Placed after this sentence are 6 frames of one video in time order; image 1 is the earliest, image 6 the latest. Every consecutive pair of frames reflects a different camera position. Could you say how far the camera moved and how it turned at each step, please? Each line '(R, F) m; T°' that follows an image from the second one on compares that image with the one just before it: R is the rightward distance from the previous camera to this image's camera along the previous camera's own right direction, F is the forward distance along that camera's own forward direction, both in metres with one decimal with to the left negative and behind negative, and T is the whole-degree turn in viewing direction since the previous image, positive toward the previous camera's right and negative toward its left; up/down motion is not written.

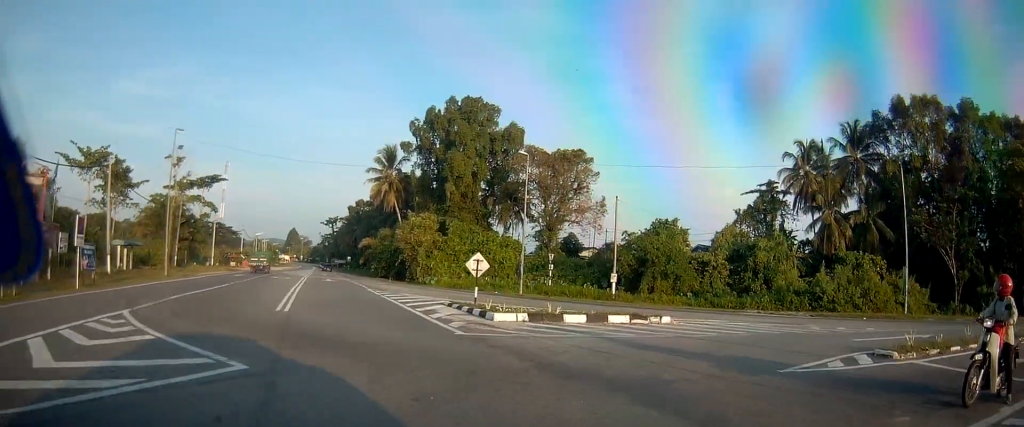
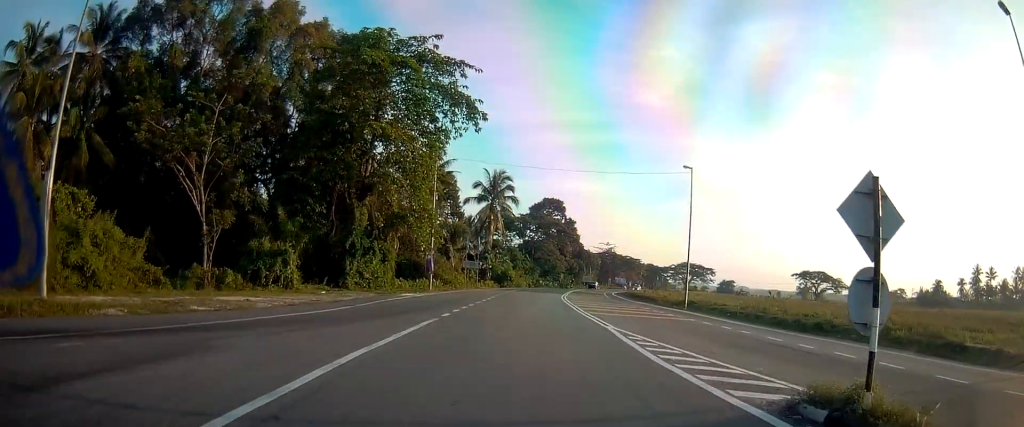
(+18.6, +12.7) m; +82°
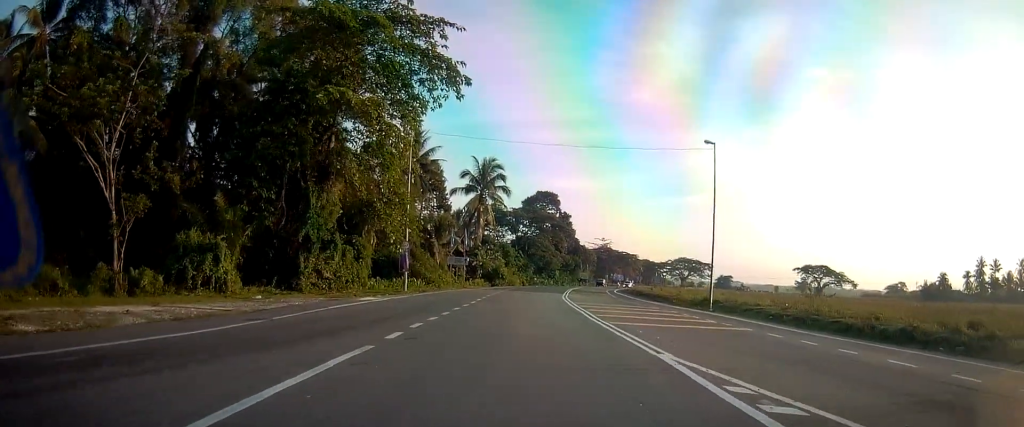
(+0.5, +6.8) m; -1°
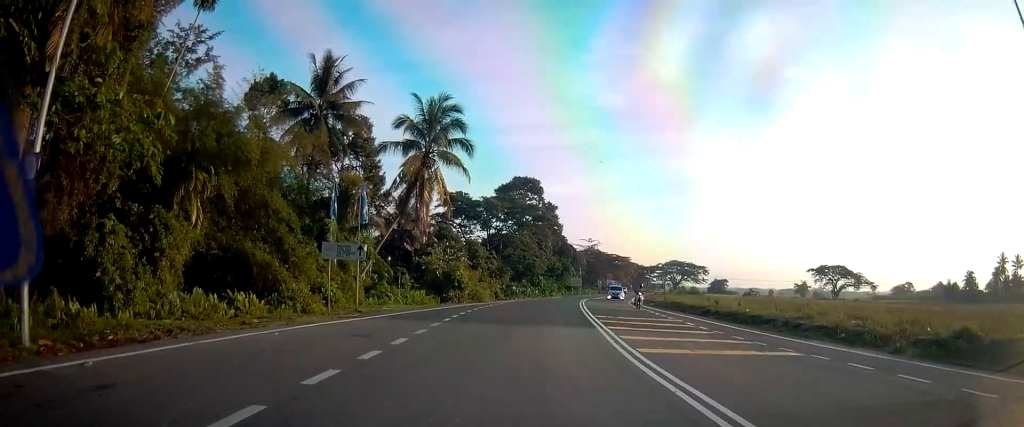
(-0.3, +27.0) m; +3°
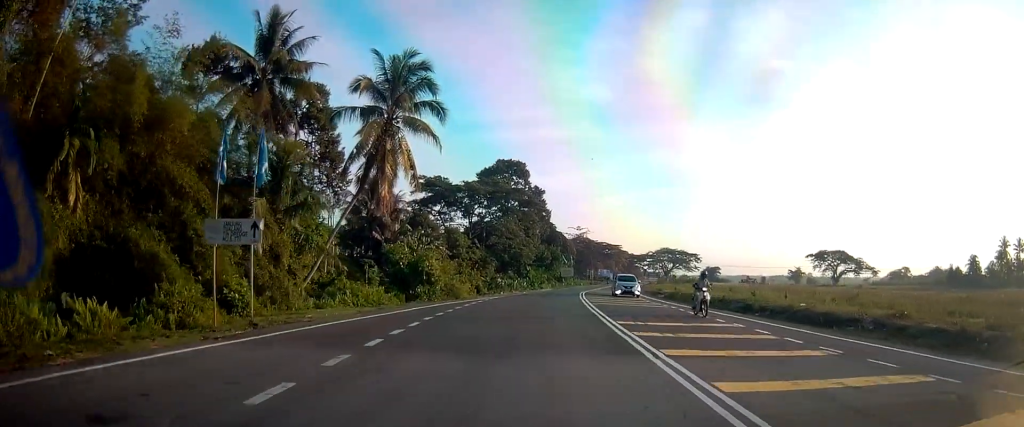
(-0.1, +7.8) m; +2°
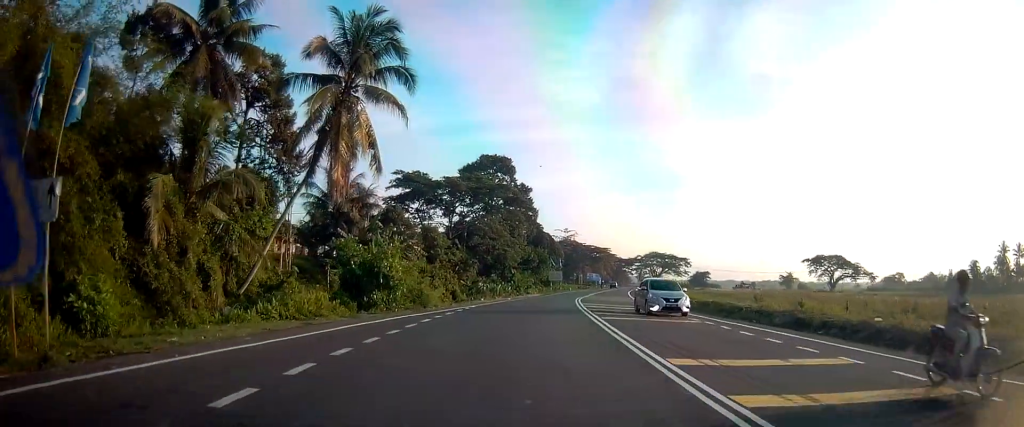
(+0.3, +6.8) m; +1°
